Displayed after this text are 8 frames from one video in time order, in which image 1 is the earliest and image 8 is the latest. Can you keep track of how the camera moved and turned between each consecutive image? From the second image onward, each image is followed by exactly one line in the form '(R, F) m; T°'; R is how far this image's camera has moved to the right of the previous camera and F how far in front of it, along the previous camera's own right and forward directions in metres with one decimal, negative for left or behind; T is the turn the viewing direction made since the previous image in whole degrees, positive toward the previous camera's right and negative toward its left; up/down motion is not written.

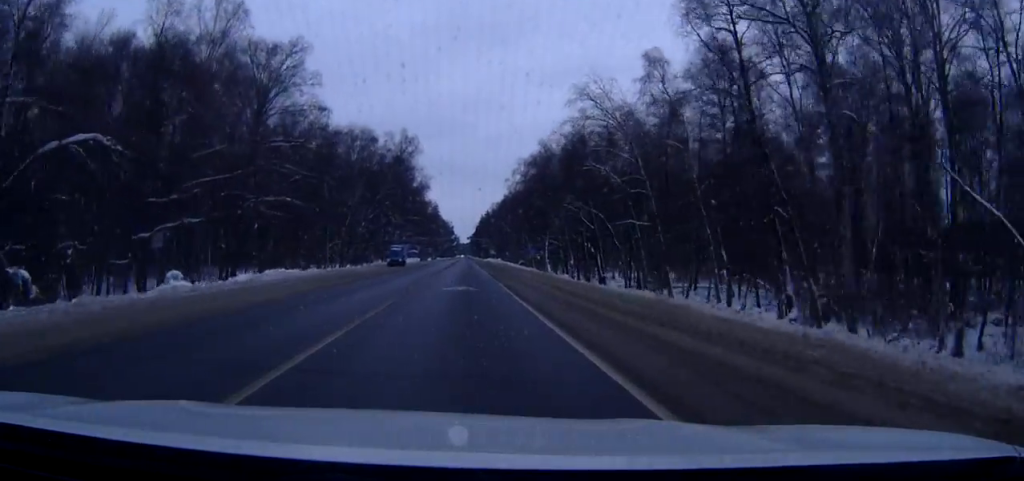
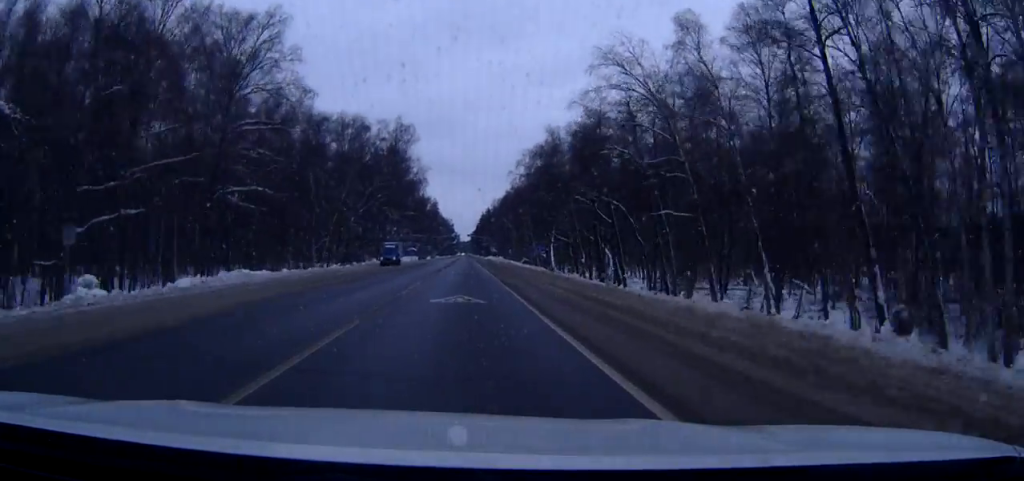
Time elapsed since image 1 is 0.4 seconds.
(0.0, +8.7) m; 0°
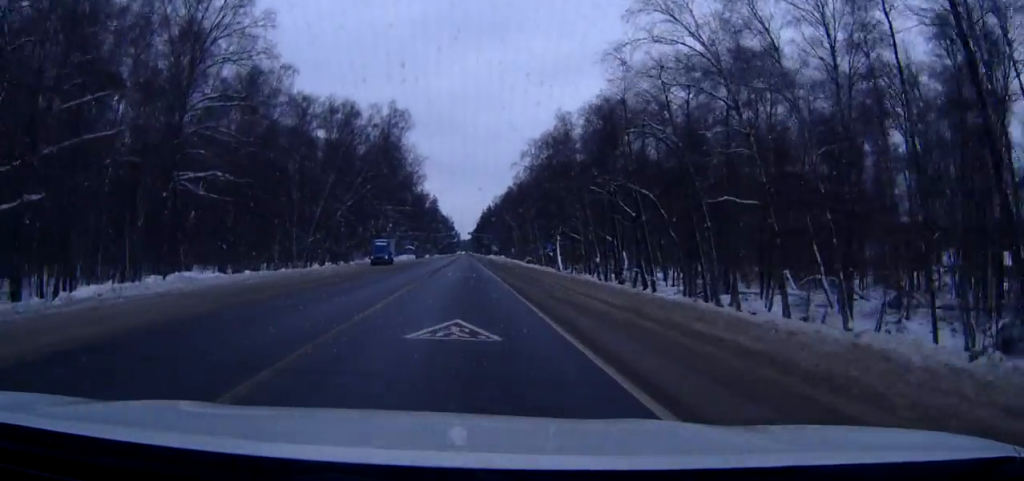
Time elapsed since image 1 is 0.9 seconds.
(-0.1, +9.3) m; 0°
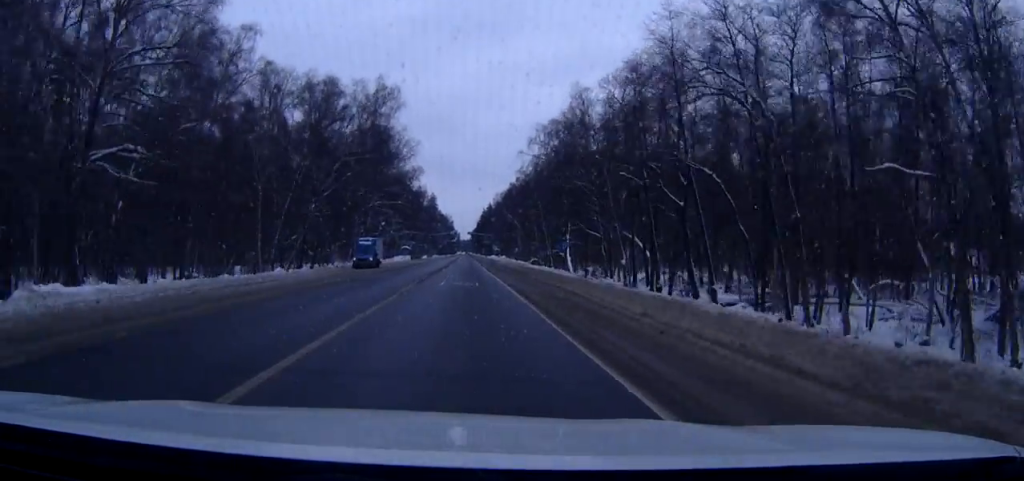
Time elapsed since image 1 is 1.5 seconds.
(0.0, +12.7) m; 0°
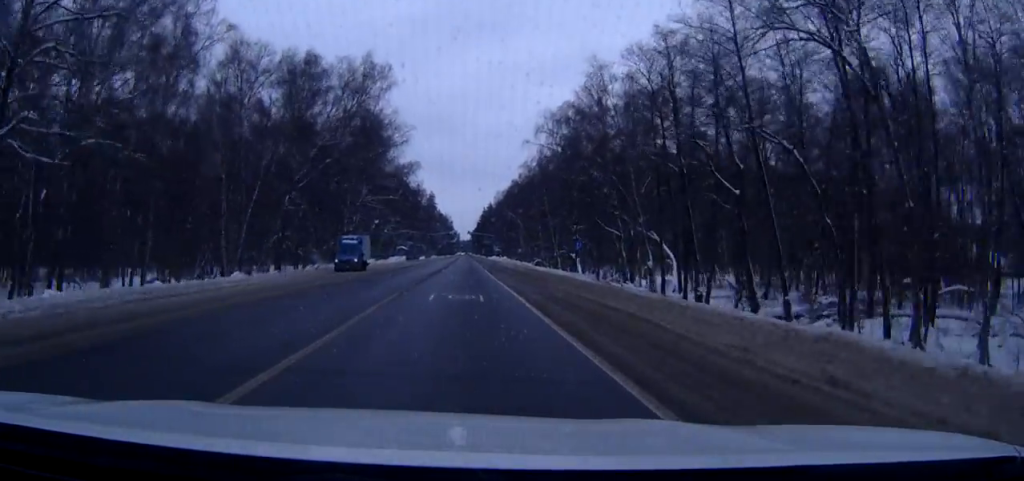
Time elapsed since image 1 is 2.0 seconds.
(0.0, +9.5) m; 0°
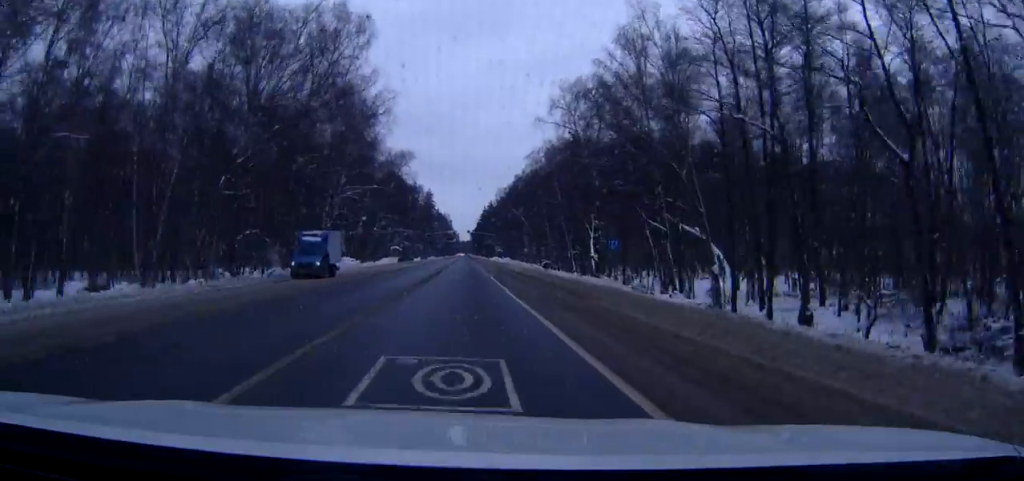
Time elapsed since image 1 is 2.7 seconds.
(-0.1, +15.0) m; 0°
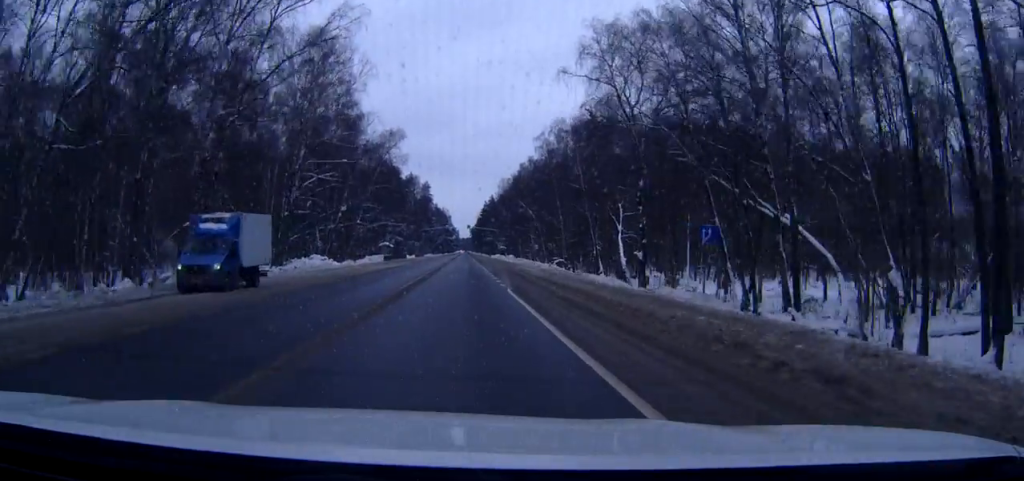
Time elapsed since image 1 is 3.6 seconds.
(0.0, +18.6) m; 0°
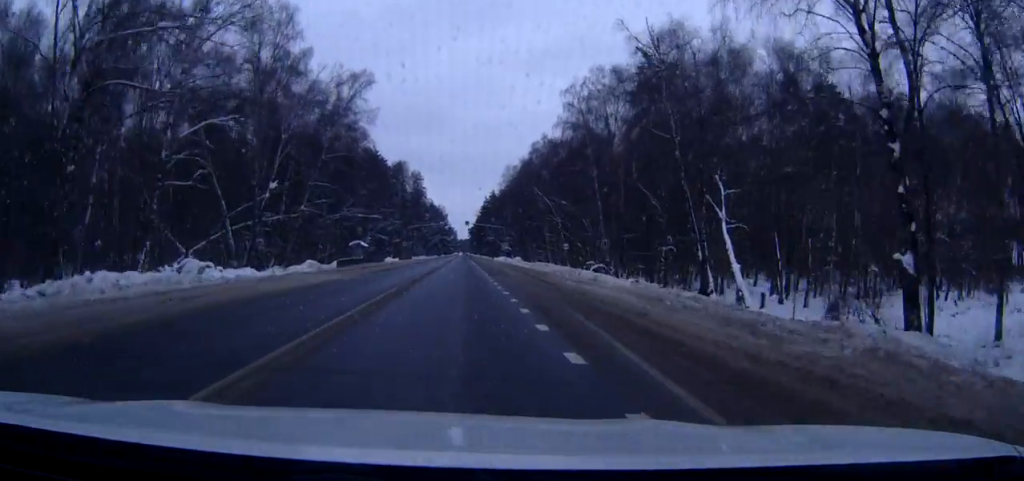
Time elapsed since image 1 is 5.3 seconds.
(+0.3, +34.2) m; 0°
